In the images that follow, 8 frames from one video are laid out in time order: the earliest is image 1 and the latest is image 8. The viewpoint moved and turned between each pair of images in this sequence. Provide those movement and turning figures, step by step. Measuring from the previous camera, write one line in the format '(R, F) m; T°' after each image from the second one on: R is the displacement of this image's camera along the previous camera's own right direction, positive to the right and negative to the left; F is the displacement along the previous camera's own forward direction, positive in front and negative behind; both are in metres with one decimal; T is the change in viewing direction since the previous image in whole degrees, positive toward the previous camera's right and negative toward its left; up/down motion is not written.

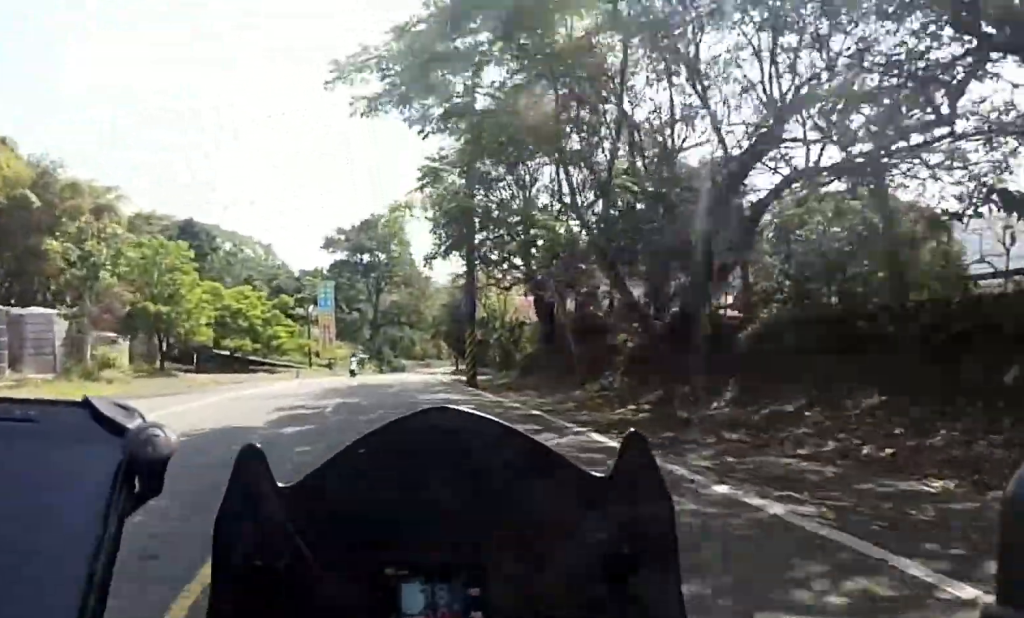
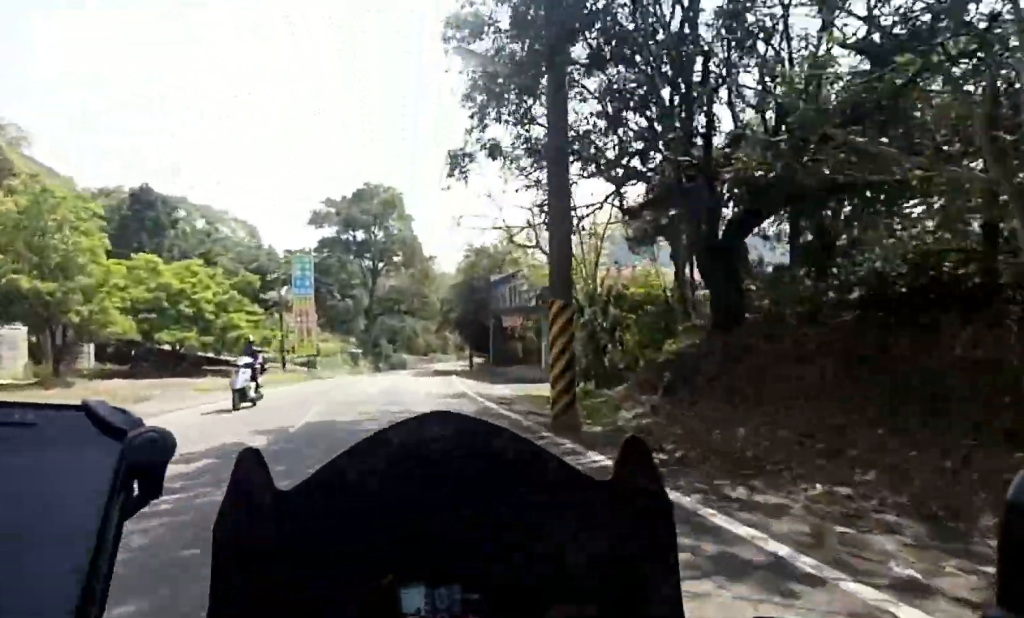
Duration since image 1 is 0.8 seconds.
(0.0, +11.3) m; +4°
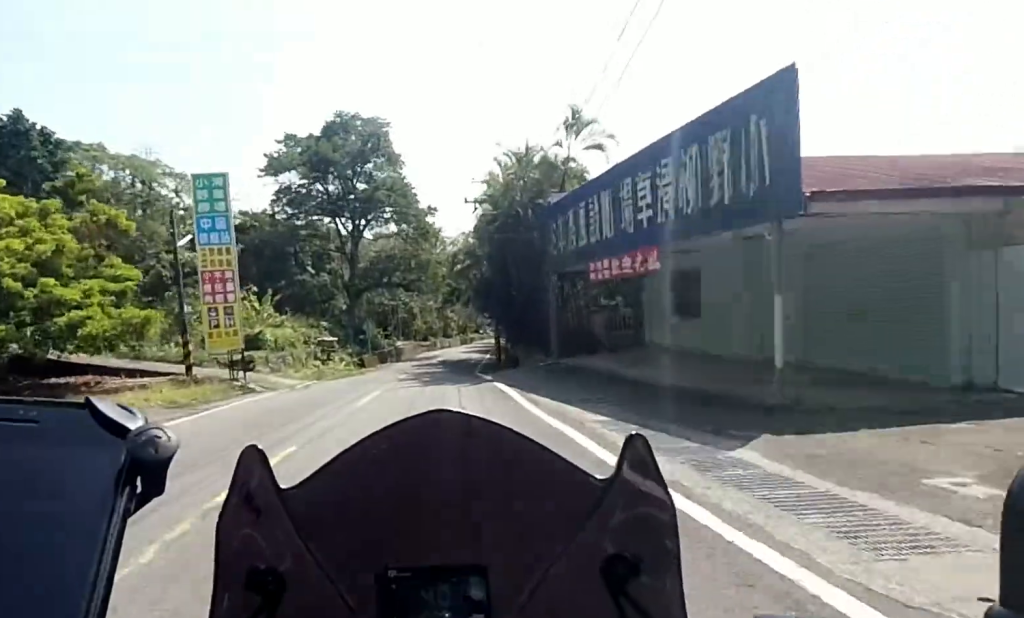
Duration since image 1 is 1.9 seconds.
(+1.4, +16.2) m; +4°
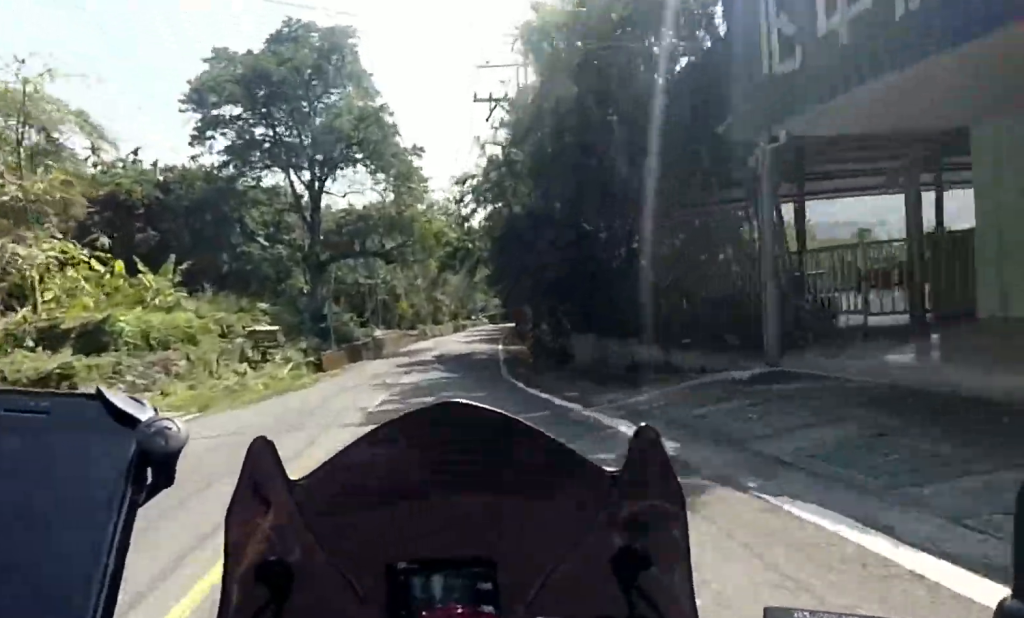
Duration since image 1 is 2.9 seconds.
(-0.4, +13.6) m; -2°
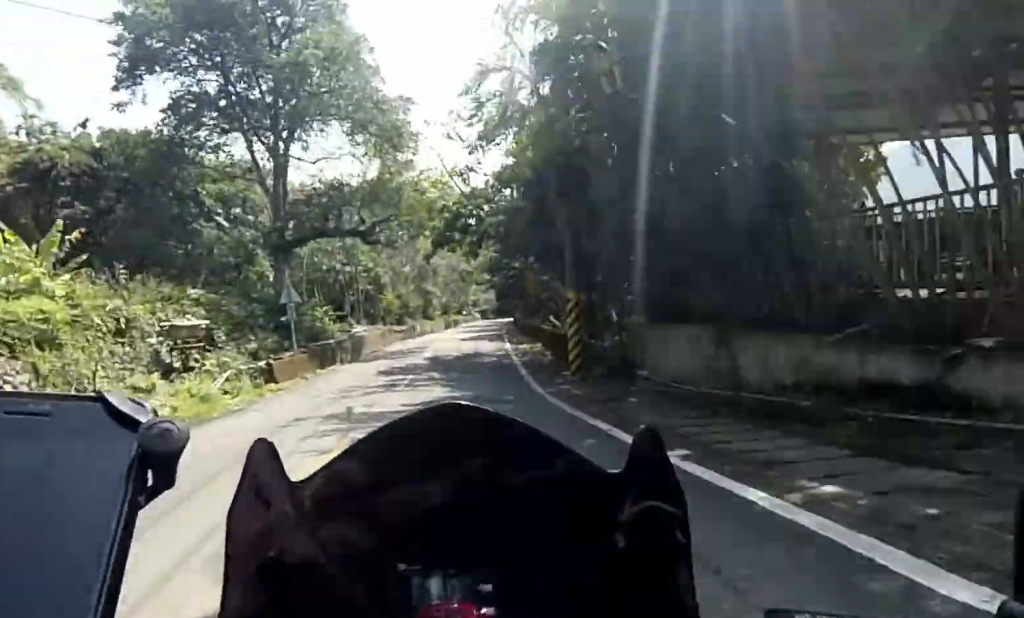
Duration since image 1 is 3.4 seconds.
(-0.1, +7.3) m; +3°
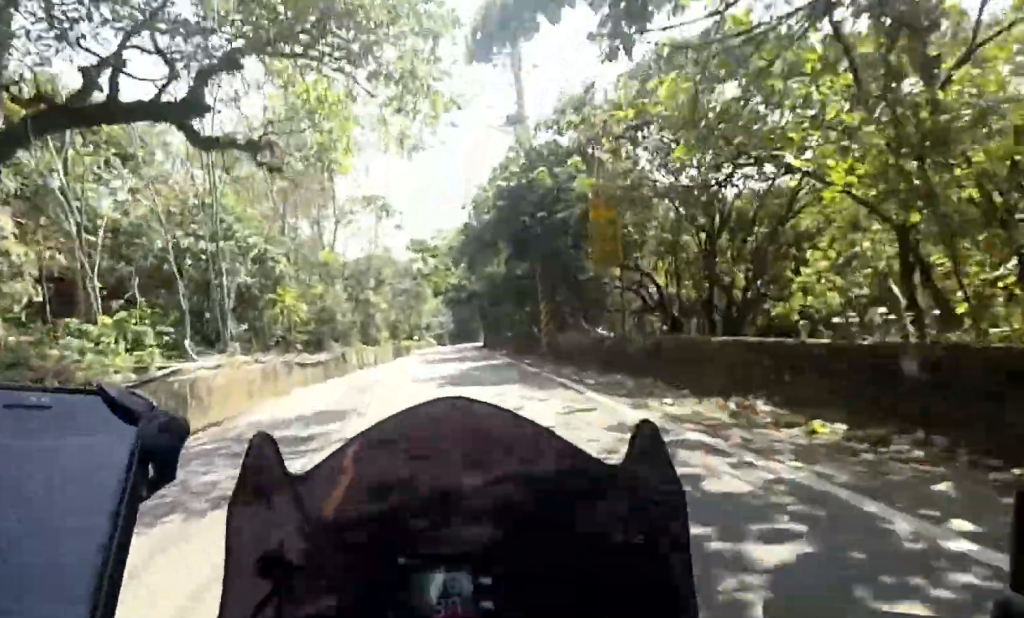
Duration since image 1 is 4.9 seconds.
(+2.7, +20.2) m; +8°
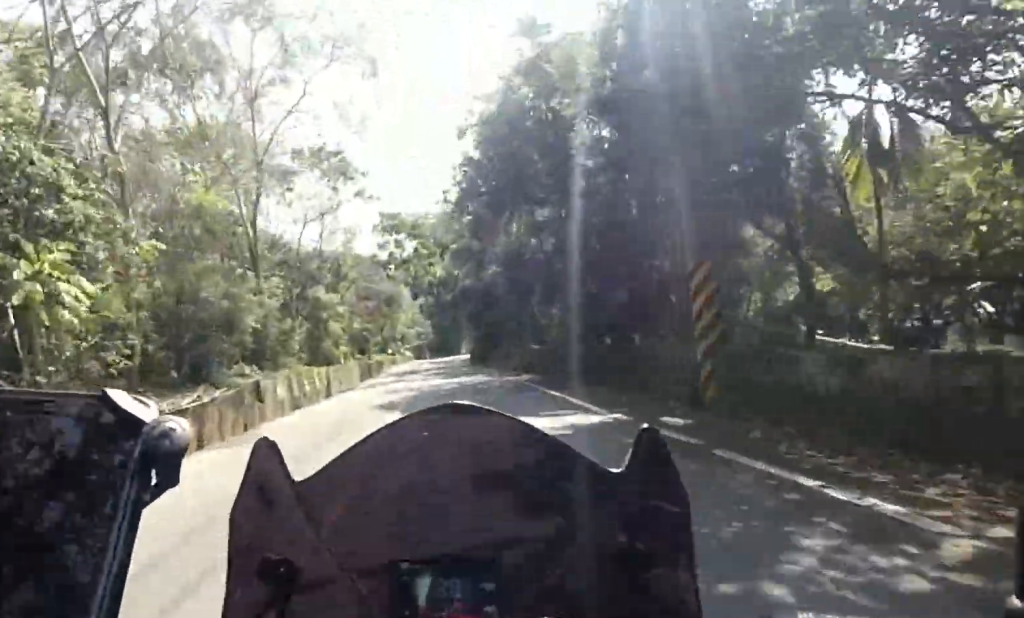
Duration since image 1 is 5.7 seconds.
(-0.7, +12.3) m; -4°
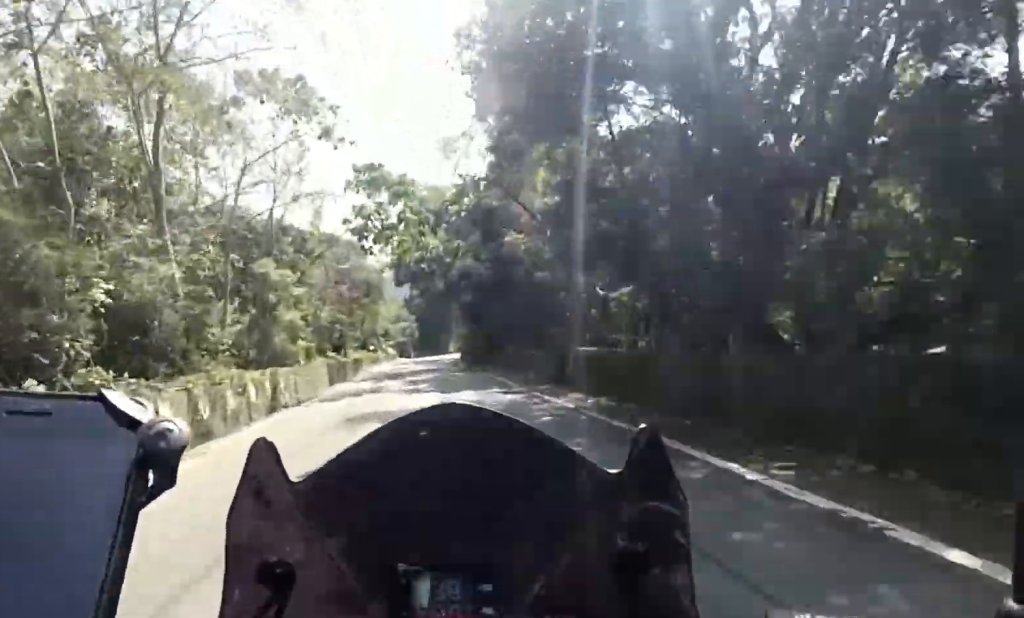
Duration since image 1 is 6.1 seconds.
(-0.4, +7.2) m; -3°
